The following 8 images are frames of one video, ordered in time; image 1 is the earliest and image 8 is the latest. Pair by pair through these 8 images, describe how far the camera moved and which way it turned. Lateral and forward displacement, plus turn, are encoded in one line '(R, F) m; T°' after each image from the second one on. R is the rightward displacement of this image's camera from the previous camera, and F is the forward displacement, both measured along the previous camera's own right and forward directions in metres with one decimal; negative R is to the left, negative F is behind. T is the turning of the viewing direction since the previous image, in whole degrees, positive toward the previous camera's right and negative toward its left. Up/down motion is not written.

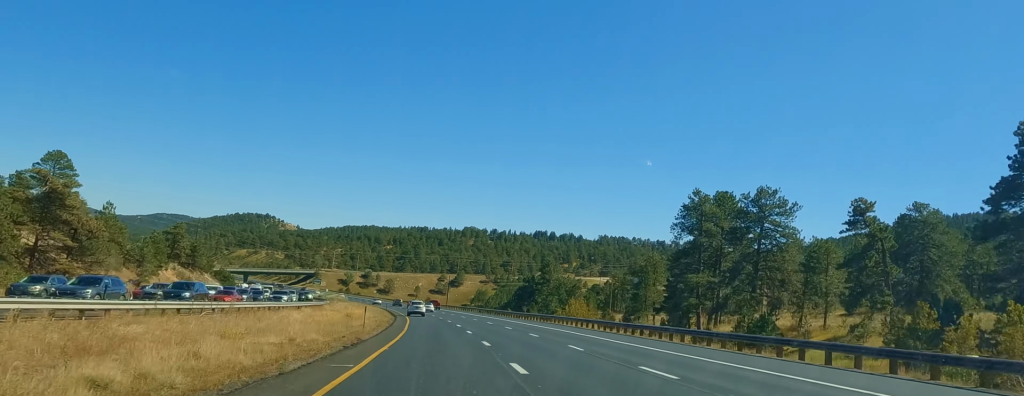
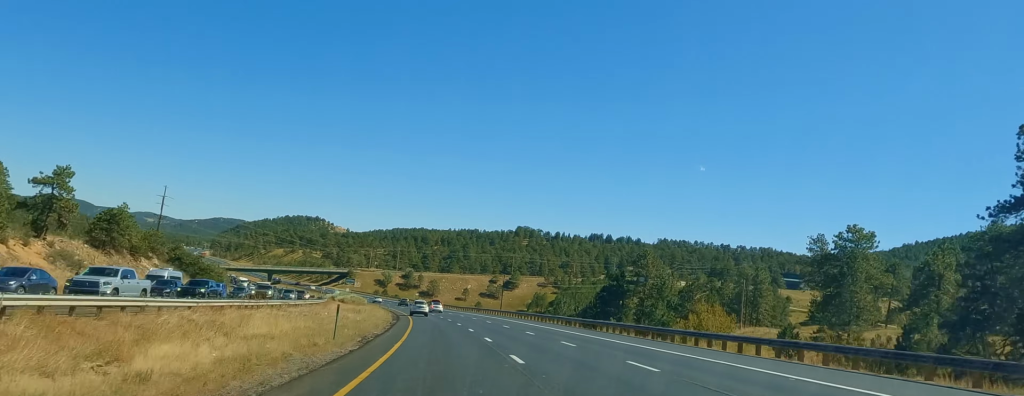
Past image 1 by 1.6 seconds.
(-1.8, +57.8) m; -4°
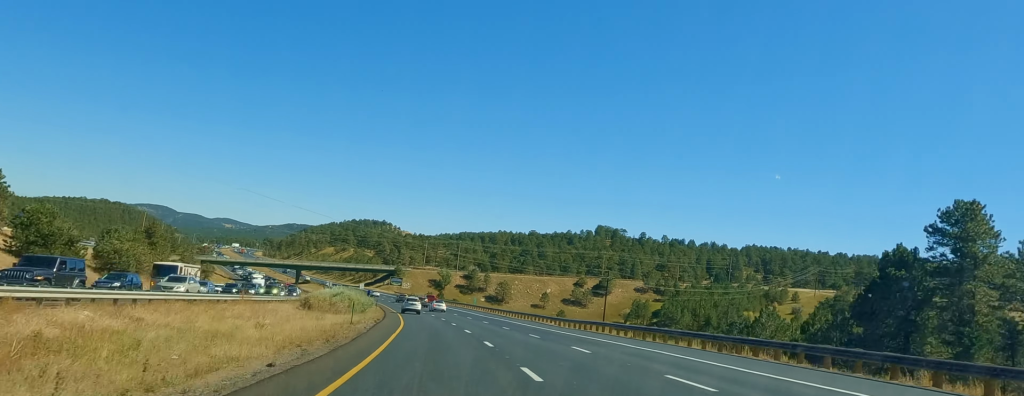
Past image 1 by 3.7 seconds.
(-3.4, +77.7) m; -6°
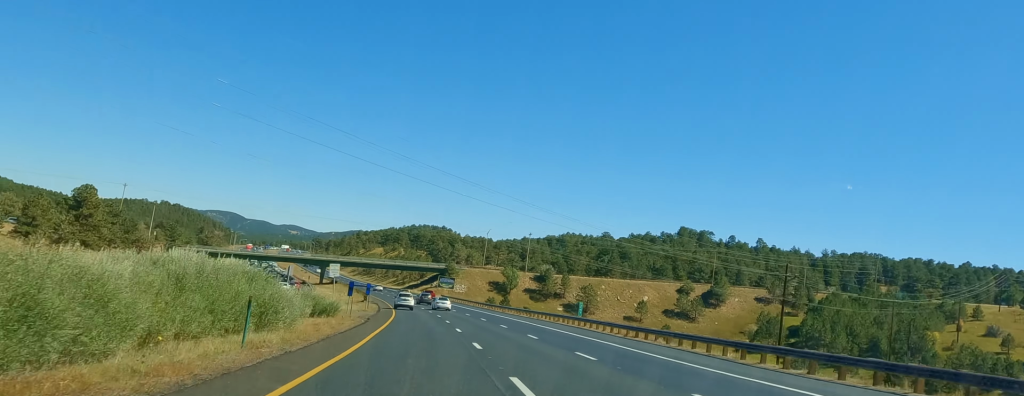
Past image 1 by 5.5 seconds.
(-3.1, +63.2) m; -6°
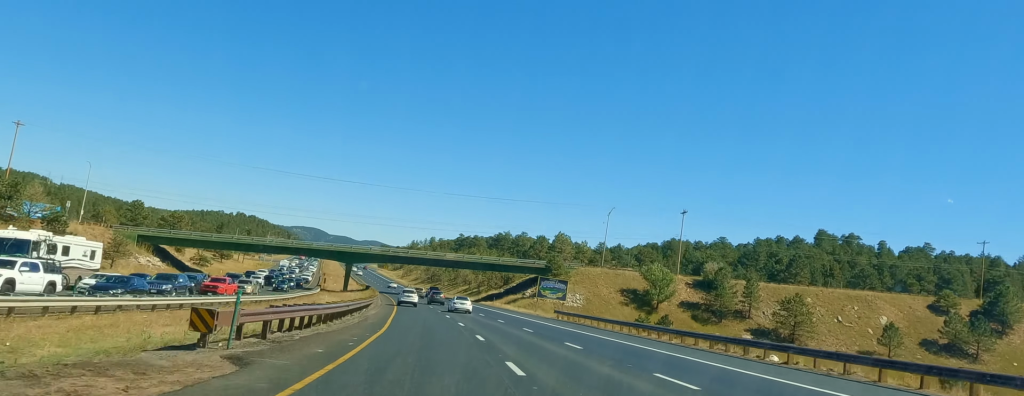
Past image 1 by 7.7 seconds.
(-4.9, +81.3) m; -5°
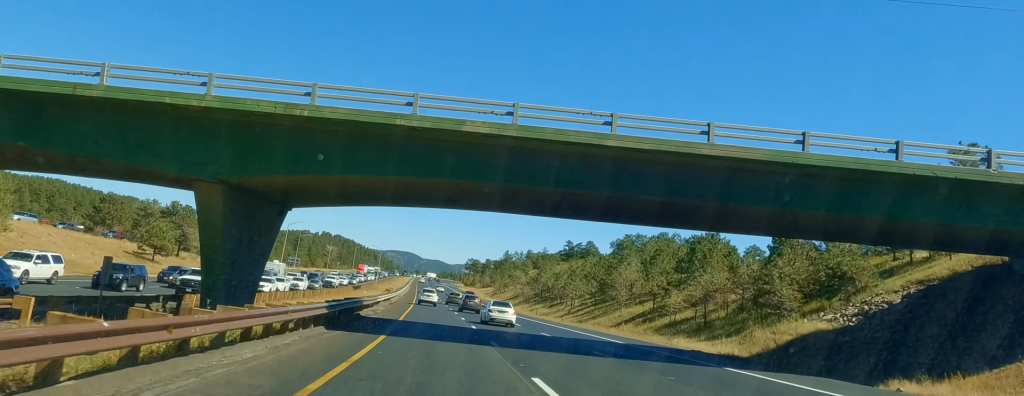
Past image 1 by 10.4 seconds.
(-4.3, +98.4) m; -5°
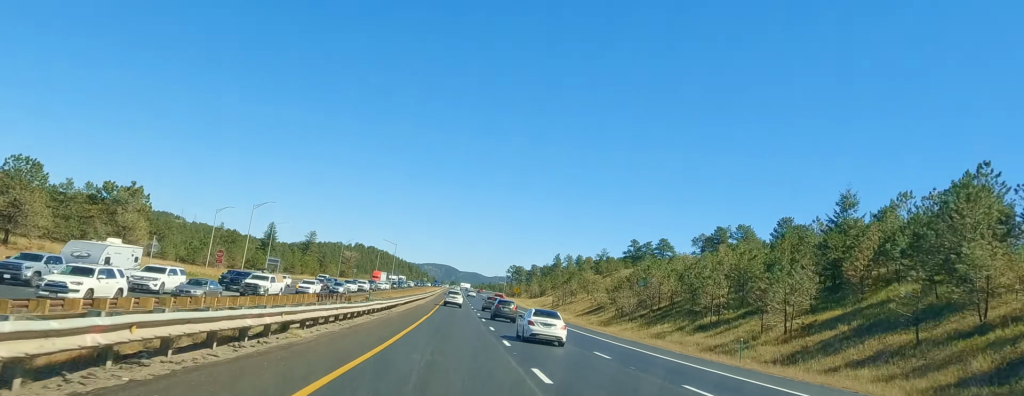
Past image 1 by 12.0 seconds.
(-1.4, +55.9) m; -2°
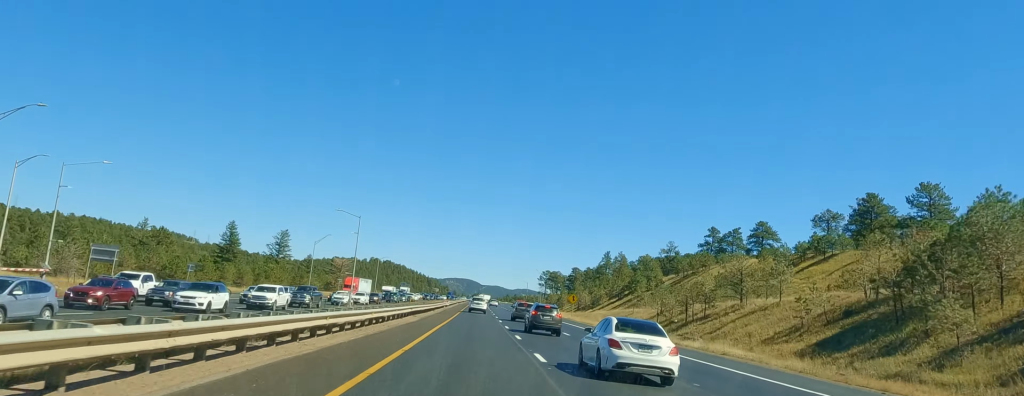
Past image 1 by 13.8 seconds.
(-0.8, +65.2) m; -1°
